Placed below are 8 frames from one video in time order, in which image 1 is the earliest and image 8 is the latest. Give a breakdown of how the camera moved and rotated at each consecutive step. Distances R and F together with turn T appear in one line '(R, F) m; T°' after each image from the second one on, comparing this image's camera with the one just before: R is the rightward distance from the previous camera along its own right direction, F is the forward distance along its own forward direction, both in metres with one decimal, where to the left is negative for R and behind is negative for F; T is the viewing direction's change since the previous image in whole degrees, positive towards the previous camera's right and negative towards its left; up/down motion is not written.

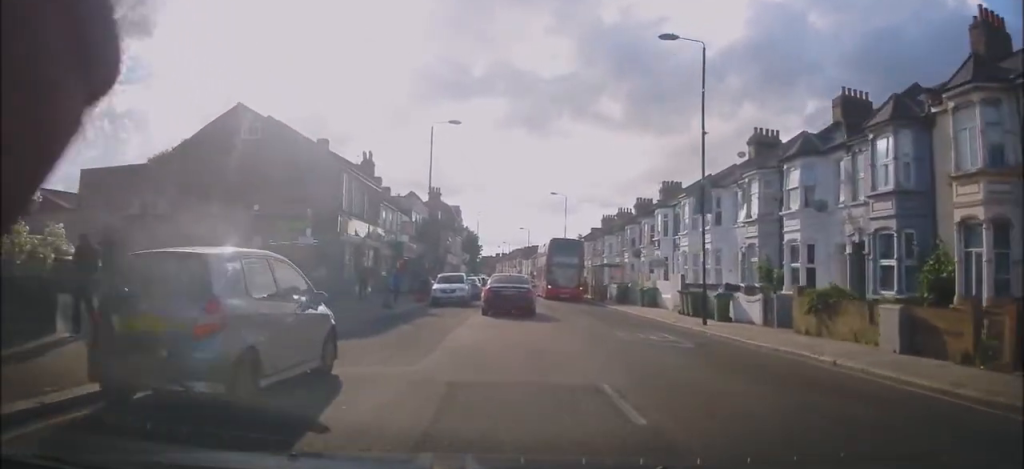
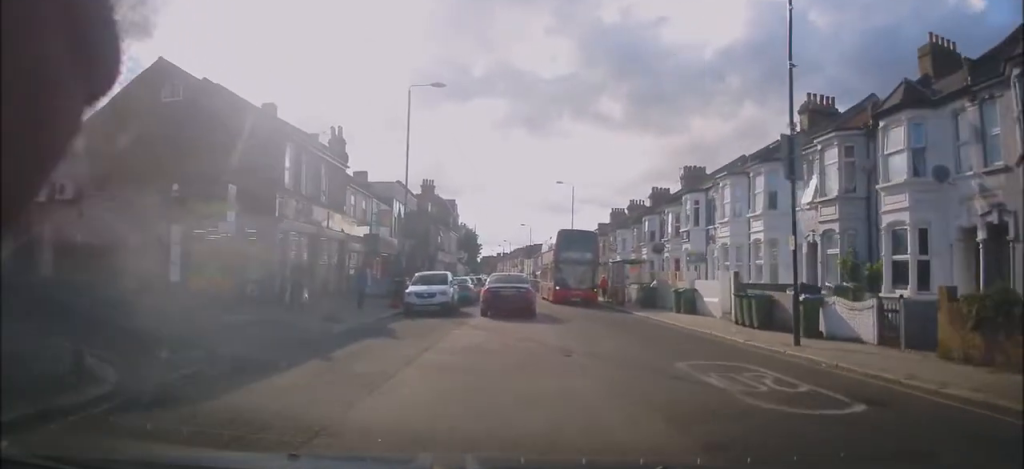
(+0.1, +7.2) m; +1°
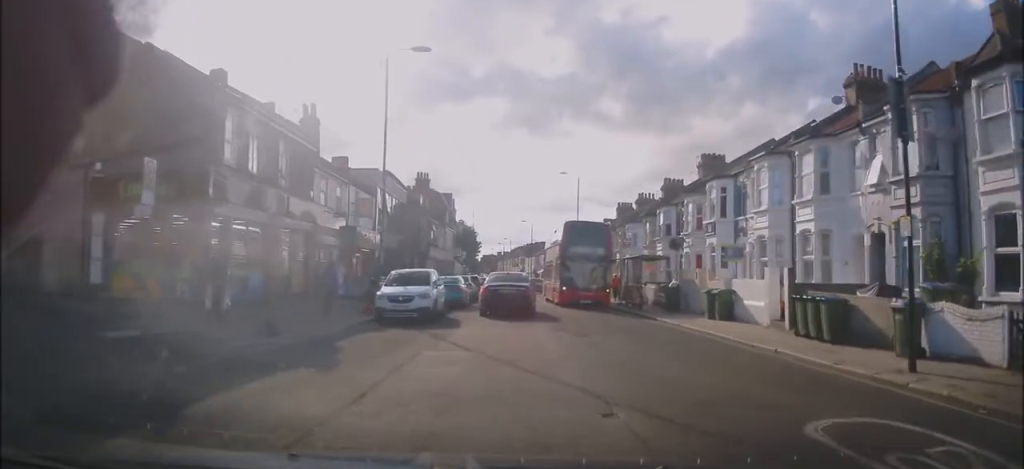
(+0.1, +4.5) m; 0°
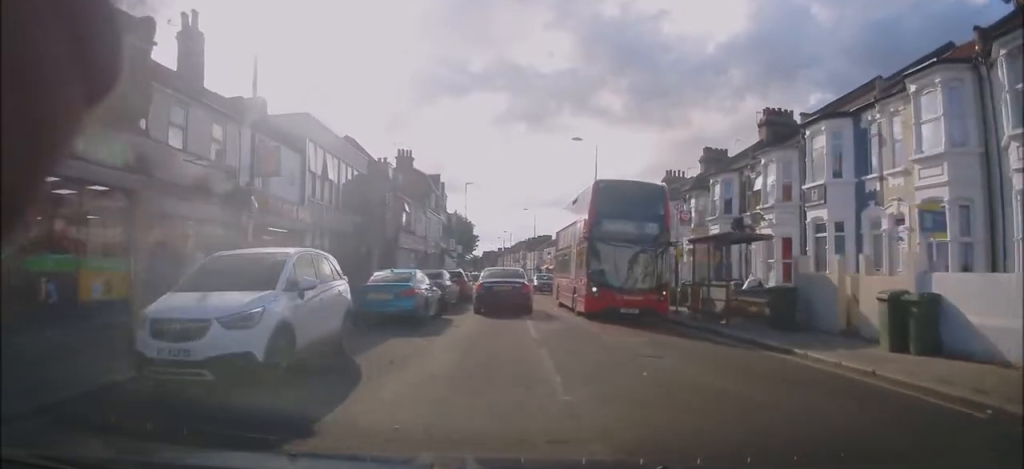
(+0.1, +11.1) m; +2°
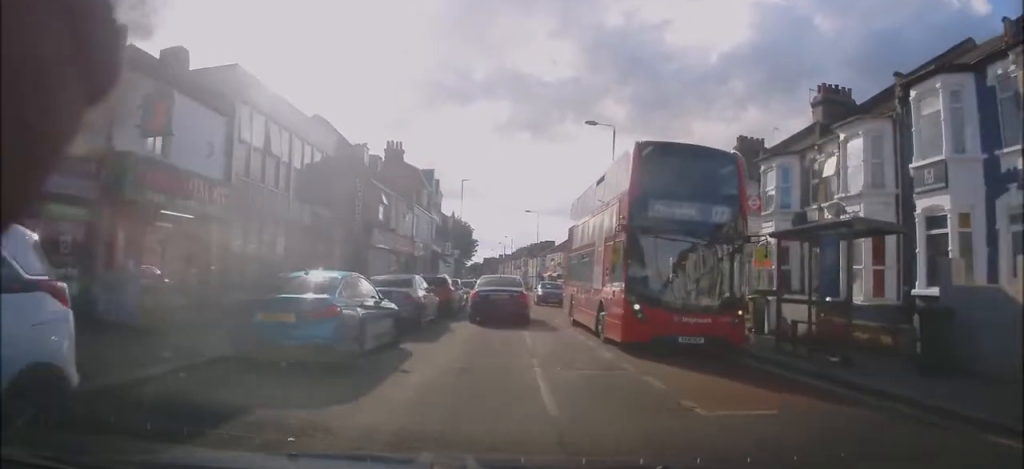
(+0.3, +6.1) m; 0°
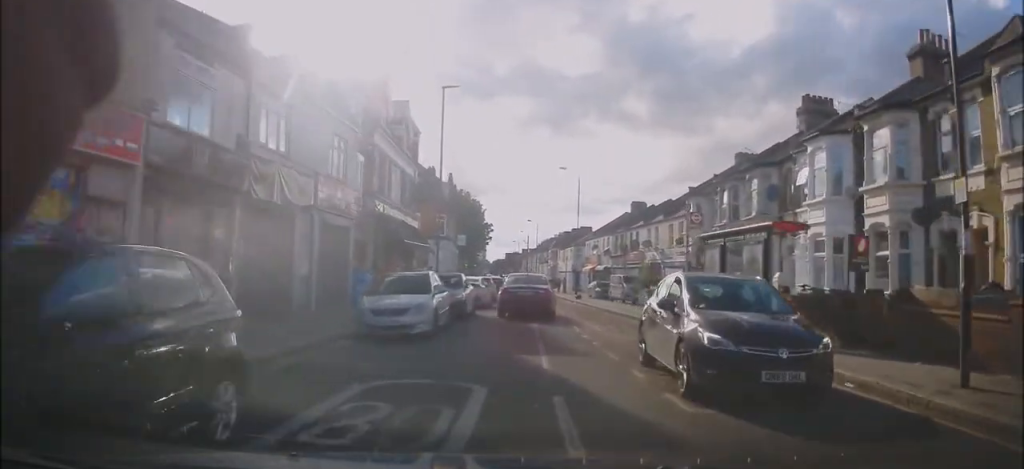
(-2.0, +26.6) m; -4°
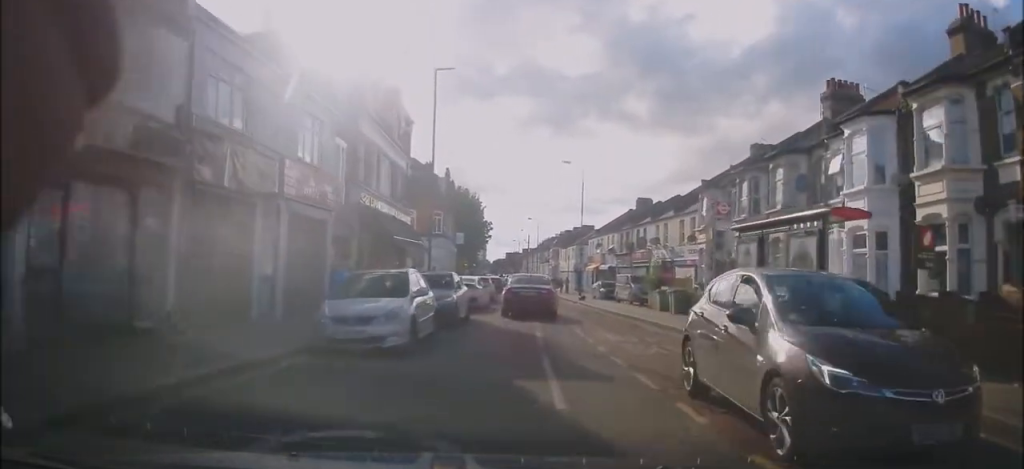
(-0.1, +2.6) m; +2°
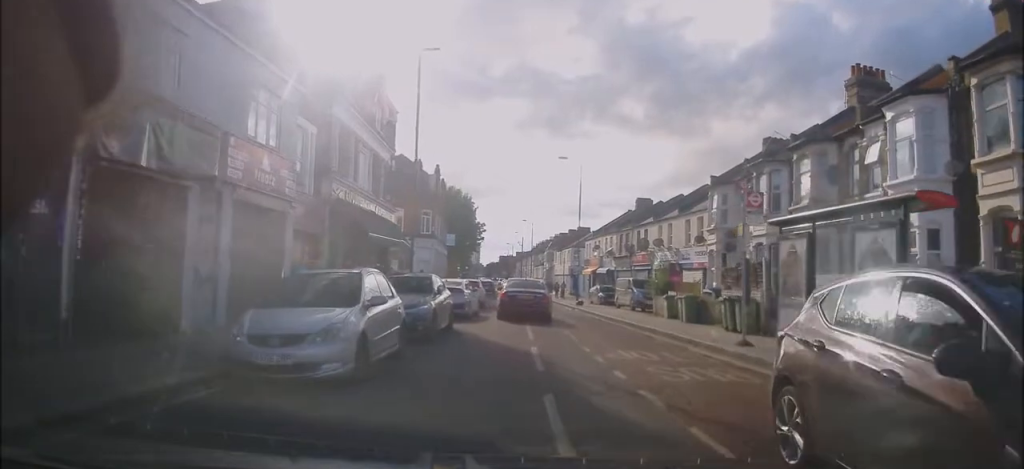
(+0.2, +2.8) m; +2°
